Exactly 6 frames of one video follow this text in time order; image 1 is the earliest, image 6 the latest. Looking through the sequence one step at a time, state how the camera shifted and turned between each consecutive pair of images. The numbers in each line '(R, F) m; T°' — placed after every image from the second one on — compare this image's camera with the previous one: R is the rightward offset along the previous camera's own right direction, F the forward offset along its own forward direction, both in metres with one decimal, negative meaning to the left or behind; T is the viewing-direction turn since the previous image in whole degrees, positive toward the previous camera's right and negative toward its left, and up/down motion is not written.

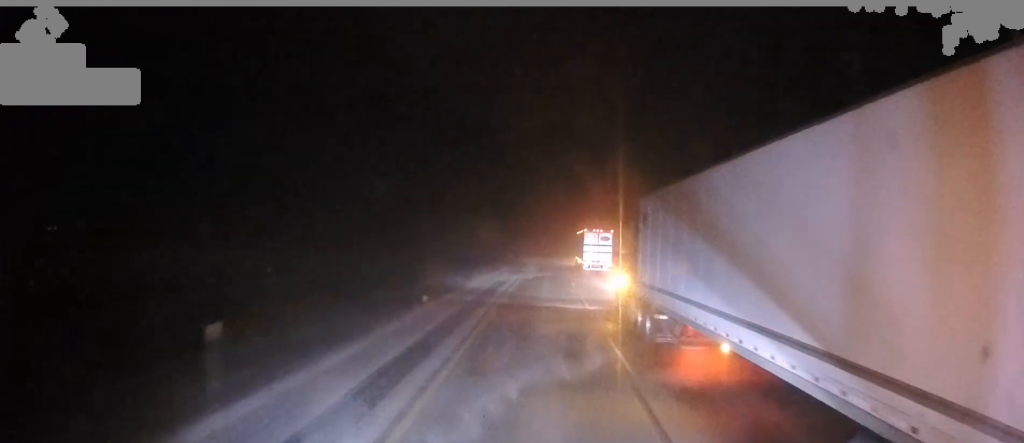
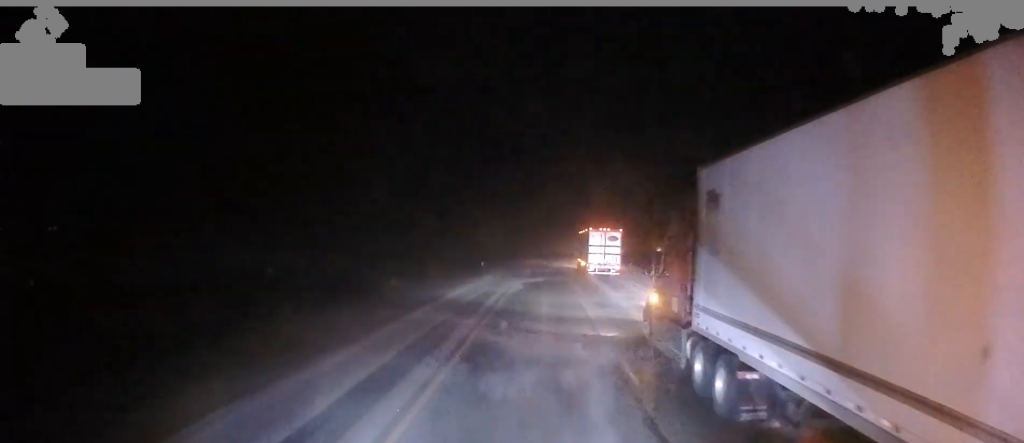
(0.0, +25.7) m; 0°
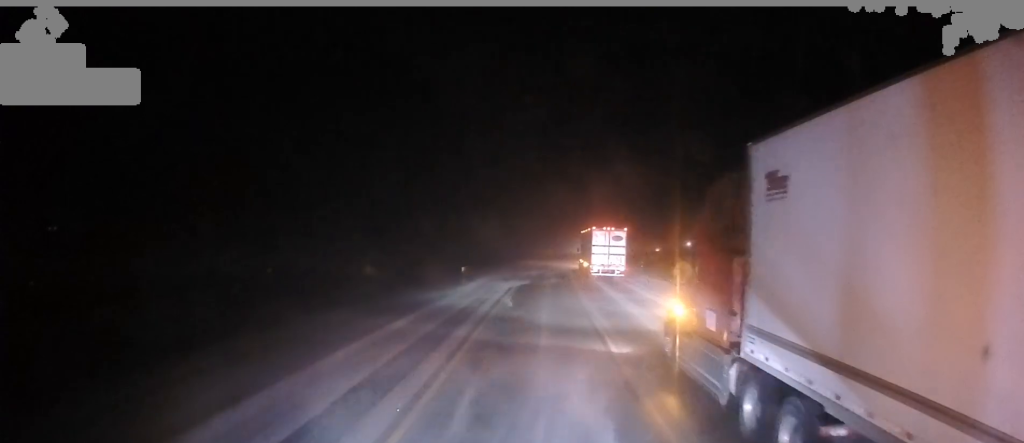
(-0.1, +9.2) m; +1°
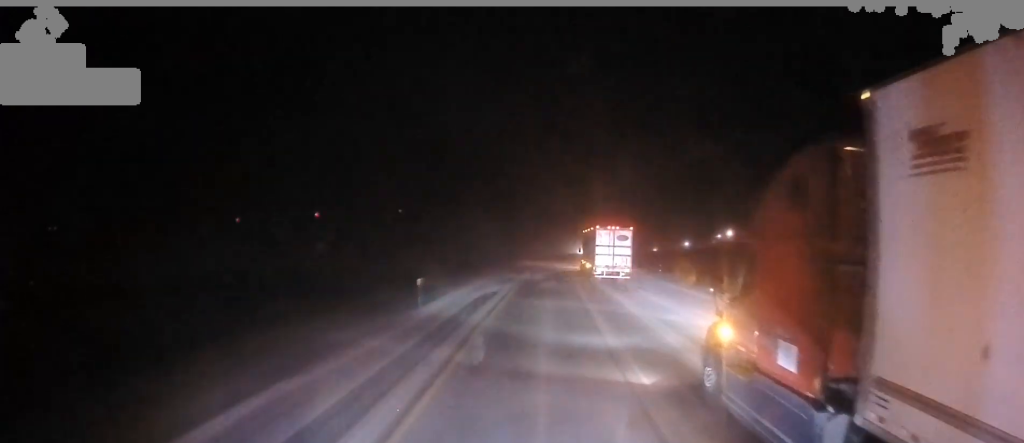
(+0.3, +11.3) m; +1°
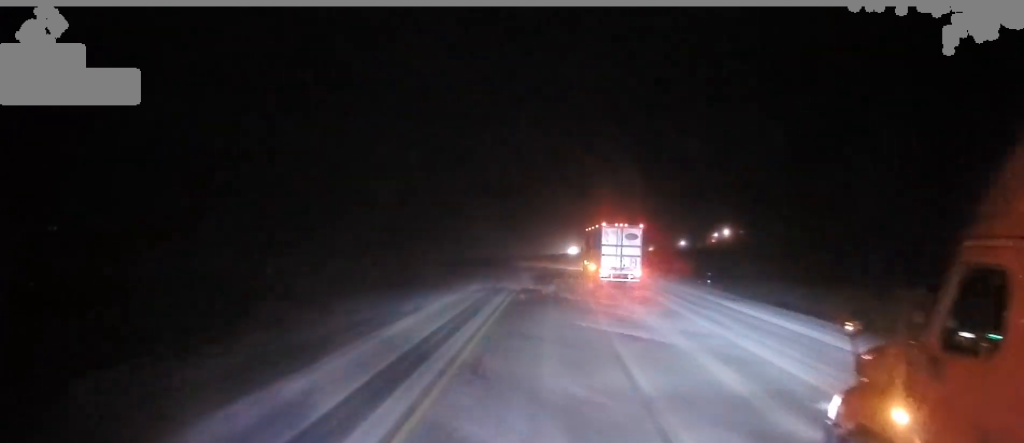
(+0.1, +16.7) m; 0°
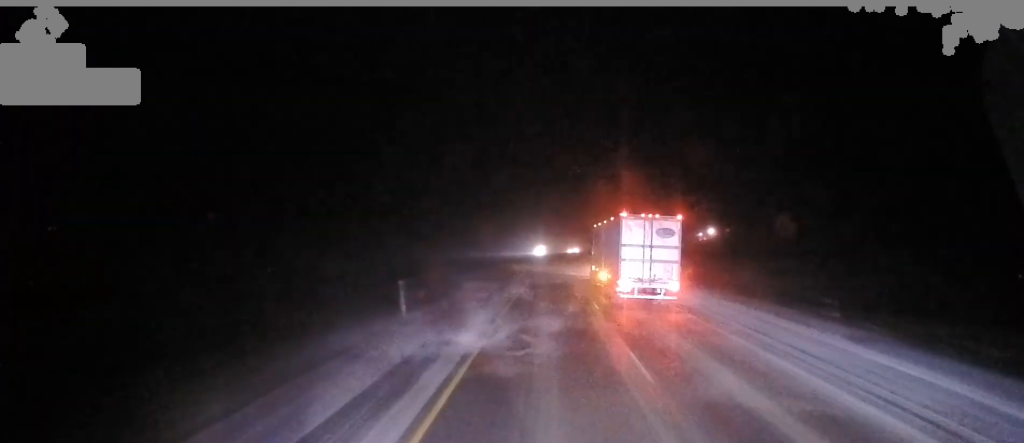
(-0.5, +48.0) m; 0°
